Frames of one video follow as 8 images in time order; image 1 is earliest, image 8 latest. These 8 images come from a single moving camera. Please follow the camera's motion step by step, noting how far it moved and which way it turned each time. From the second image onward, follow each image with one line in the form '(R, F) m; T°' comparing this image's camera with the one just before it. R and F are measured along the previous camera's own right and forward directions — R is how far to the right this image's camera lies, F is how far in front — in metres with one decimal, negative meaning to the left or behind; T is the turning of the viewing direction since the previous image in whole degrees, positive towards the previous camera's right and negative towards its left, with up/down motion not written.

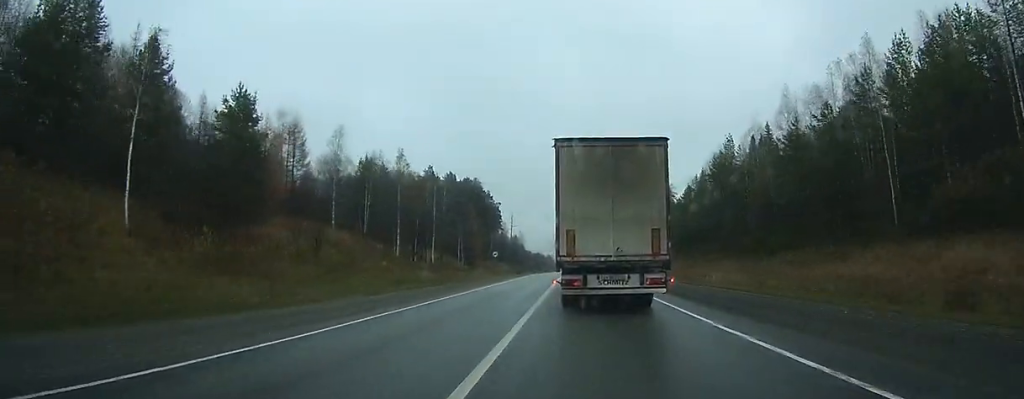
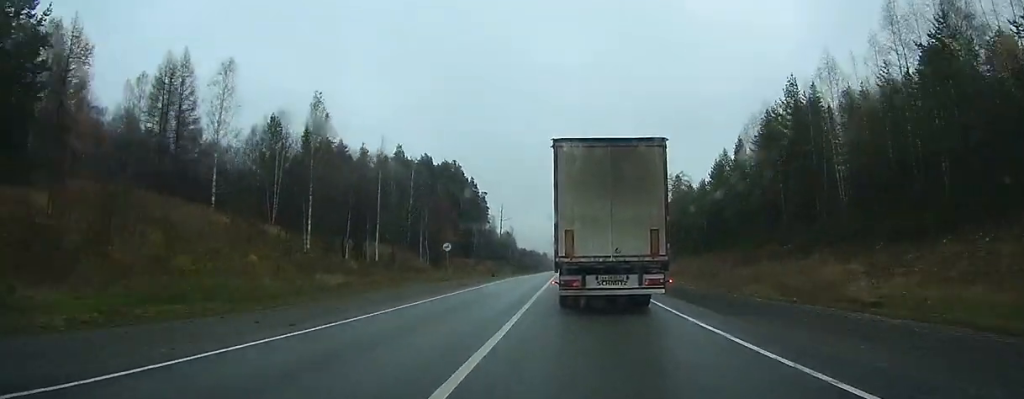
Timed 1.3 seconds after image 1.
(+0.7, +27.6) m; +1°
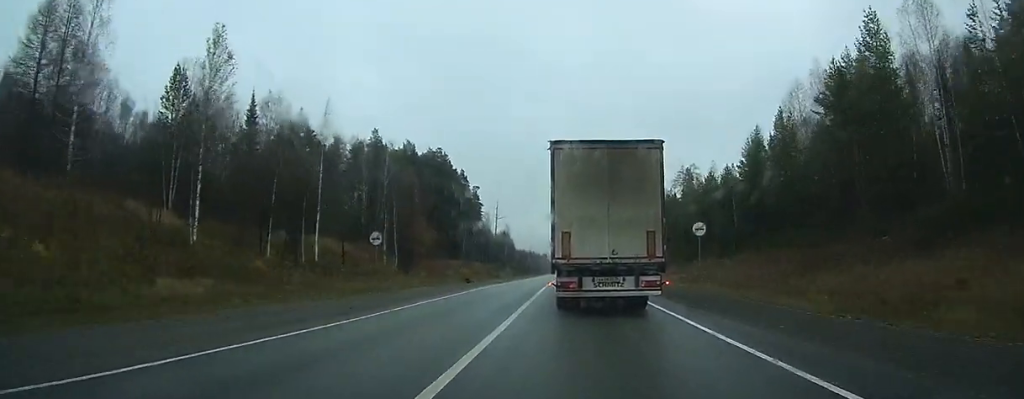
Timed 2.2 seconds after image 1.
(+0.1, +19.4) m; 0°
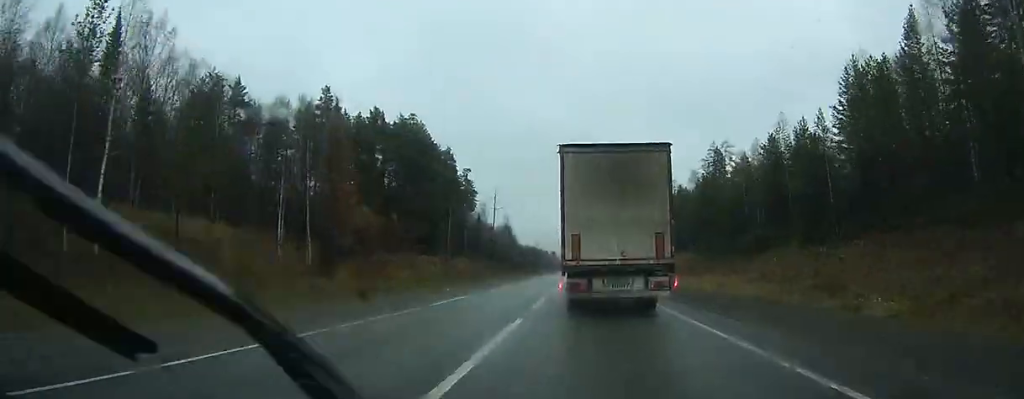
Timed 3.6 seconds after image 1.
(+0.1, +46.2) m; 0°
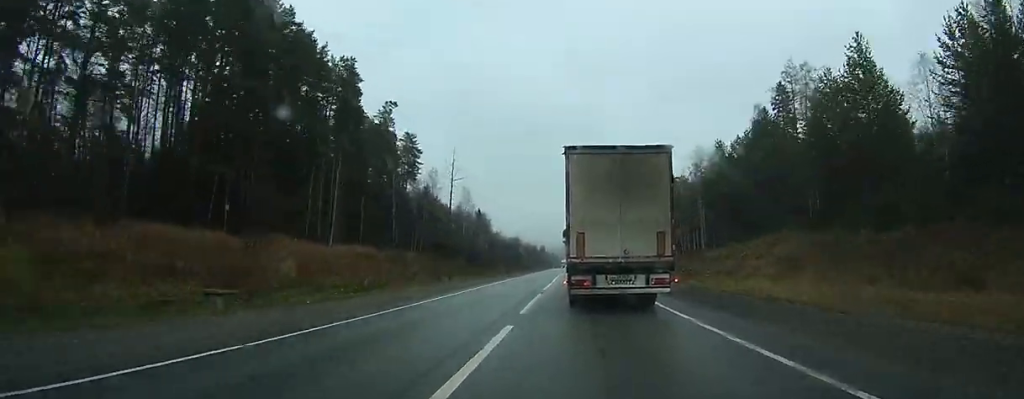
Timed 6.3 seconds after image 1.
(0.0, +87.9) m; 0°
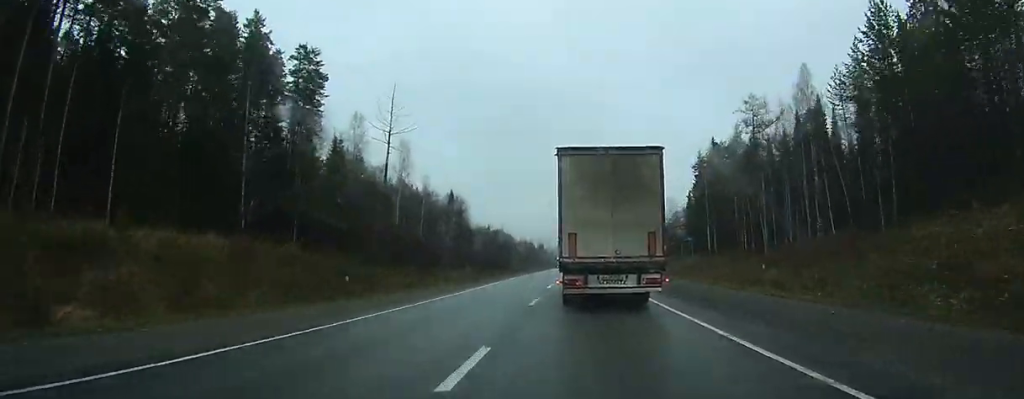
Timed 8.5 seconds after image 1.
(+0.2, +63.2) m; 0°
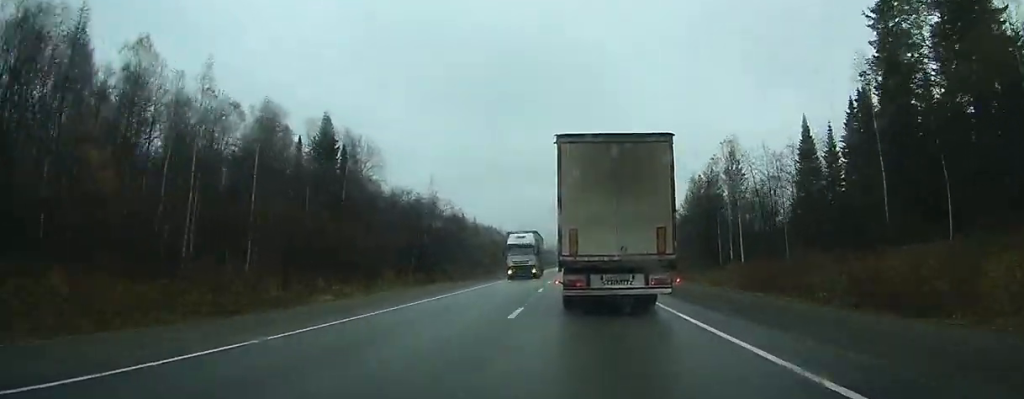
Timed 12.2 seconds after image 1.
(+0.7, +93.7) m; +1°
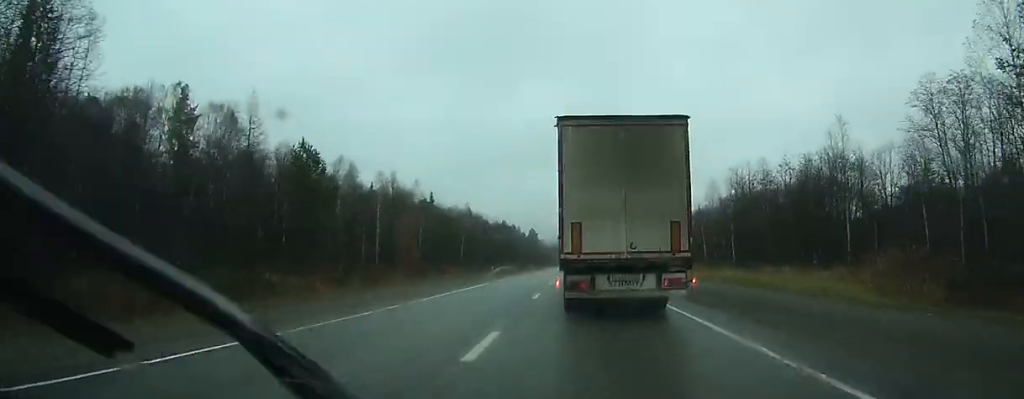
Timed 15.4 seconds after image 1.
(+0.3, +76.9) m; 0°
